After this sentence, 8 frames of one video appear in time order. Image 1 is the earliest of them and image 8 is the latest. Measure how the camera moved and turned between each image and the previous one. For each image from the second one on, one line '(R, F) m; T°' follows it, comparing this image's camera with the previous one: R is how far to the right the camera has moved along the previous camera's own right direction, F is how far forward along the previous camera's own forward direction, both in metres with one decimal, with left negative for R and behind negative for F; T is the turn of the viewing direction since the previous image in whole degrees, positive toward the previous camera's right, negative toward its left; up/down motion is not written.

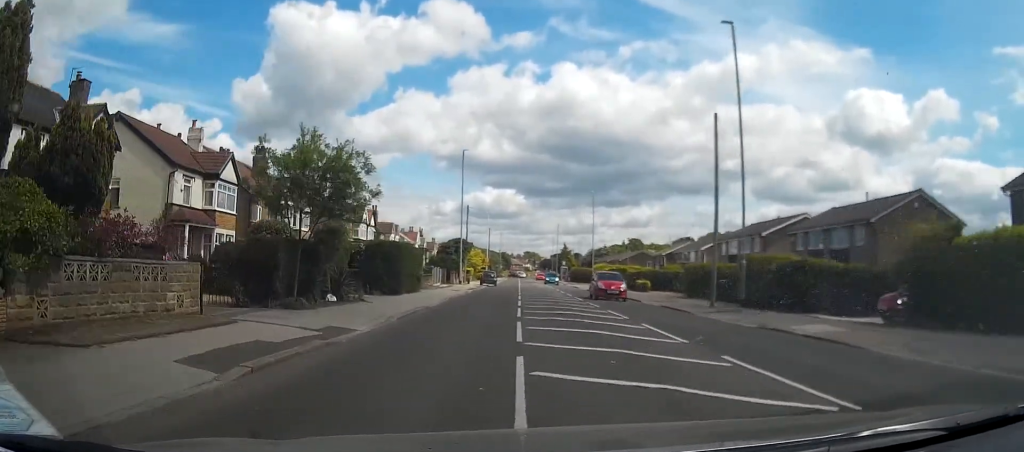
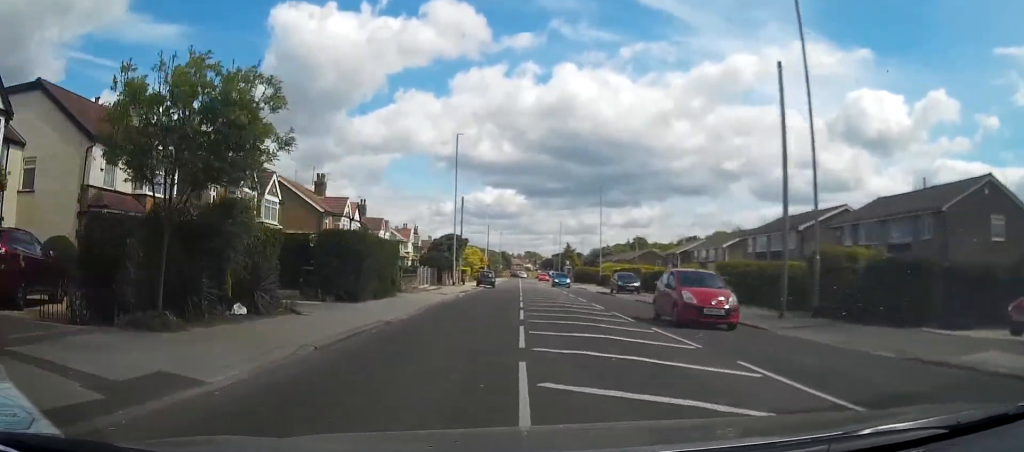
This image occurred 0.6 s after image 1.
(0.0, +6.7) m; 0°
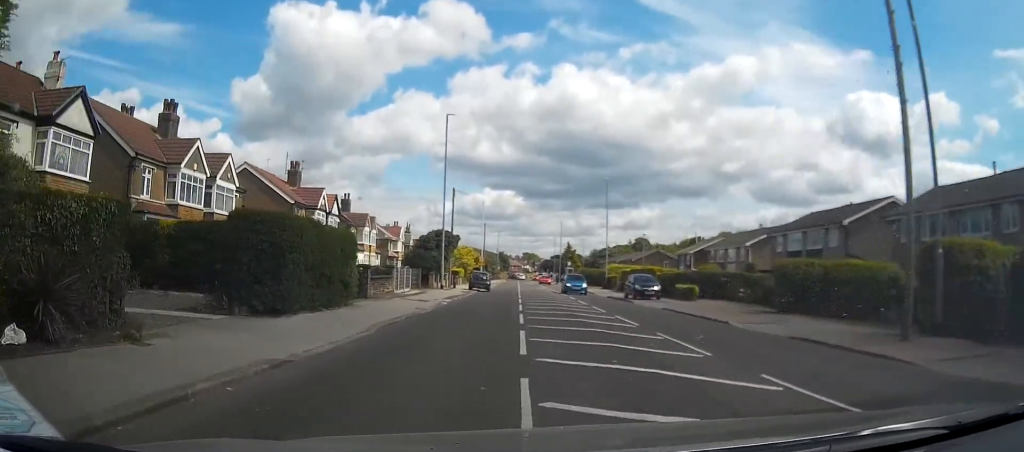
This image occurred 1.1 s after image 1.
(0.0, +6.7) m; 0°
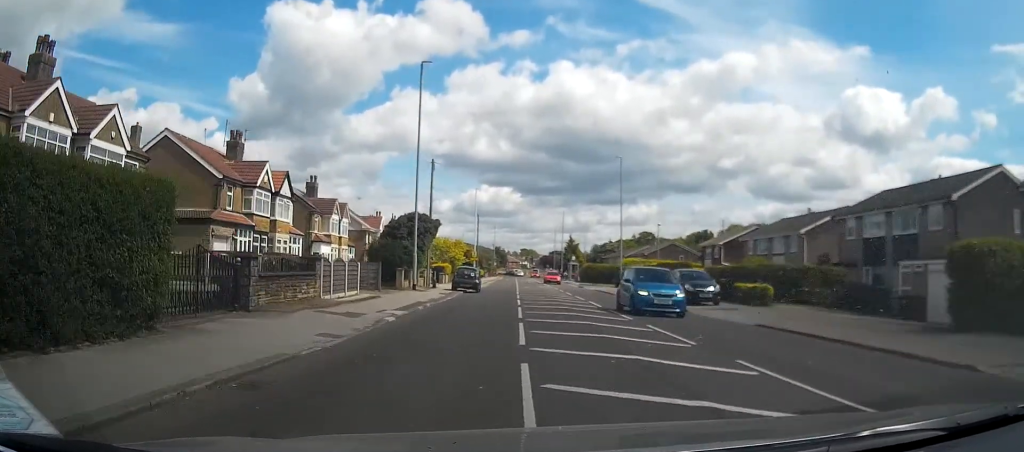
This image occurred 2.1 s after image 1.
(0.0, +11.0) m; 0°
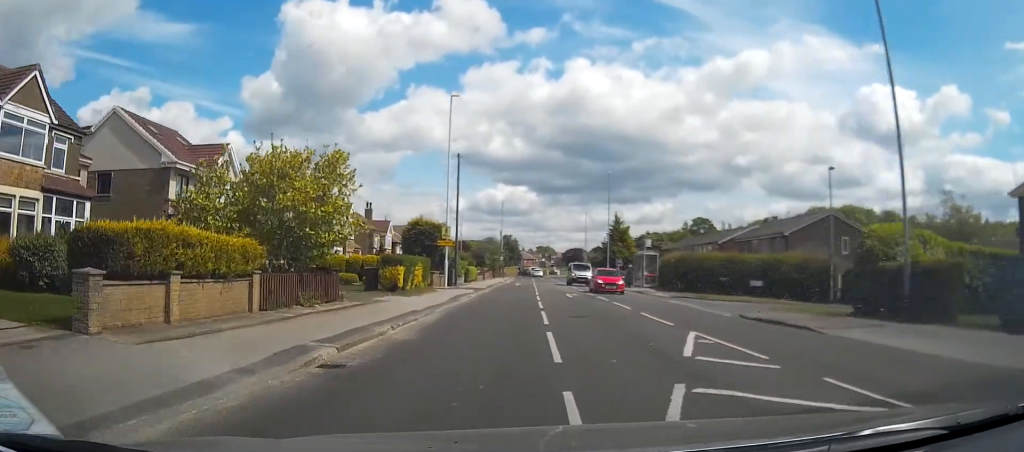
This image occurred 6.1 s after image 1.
(0.0, +43.7) m; 0°
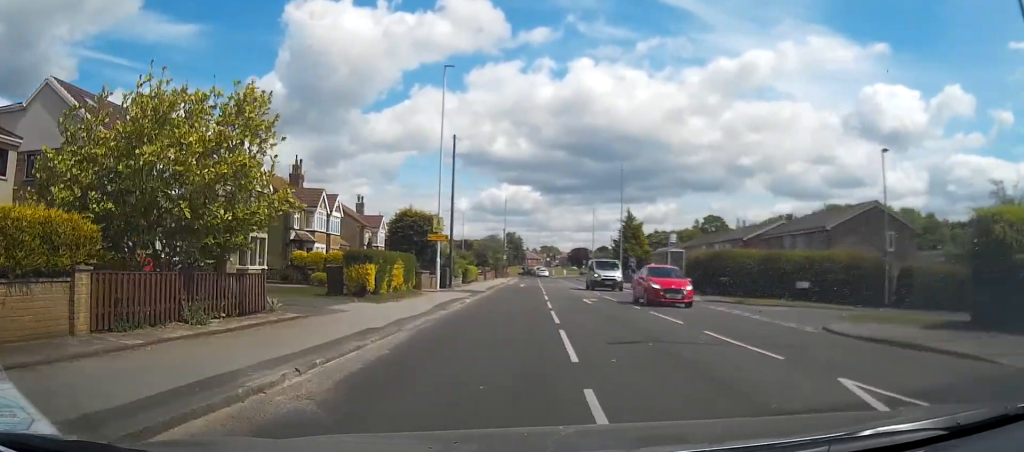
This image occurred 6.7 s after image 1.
(0.0, +5.9) m; 0°
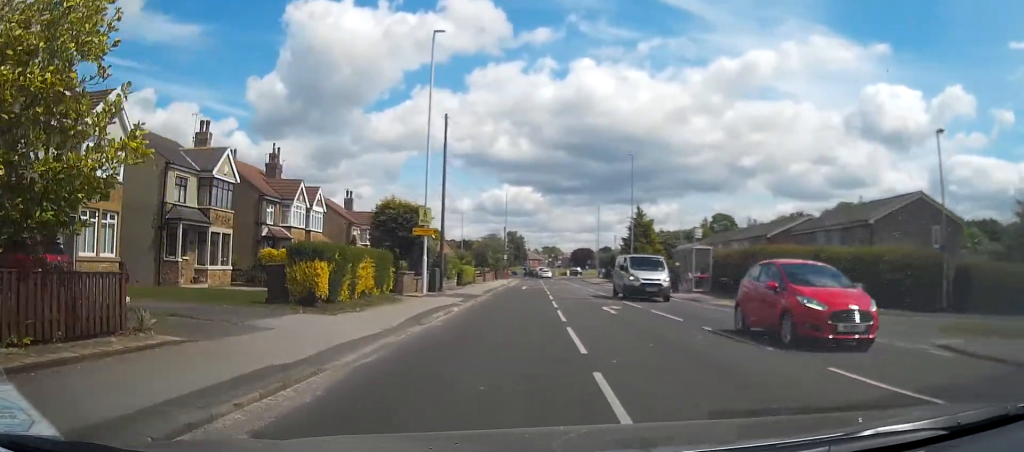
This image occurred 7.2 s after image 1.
(0.0, +5.2) m; 0°
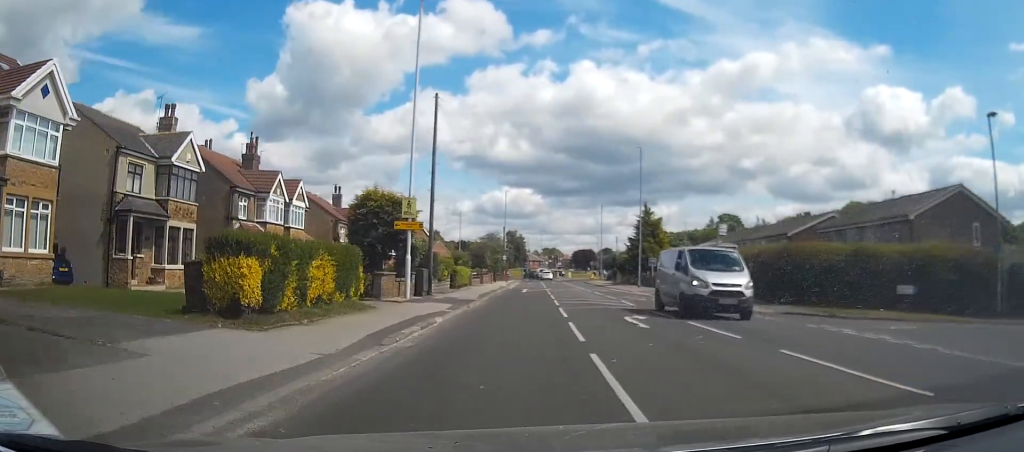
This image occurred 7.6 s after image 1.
(0.0, +4.1) m; 0°
